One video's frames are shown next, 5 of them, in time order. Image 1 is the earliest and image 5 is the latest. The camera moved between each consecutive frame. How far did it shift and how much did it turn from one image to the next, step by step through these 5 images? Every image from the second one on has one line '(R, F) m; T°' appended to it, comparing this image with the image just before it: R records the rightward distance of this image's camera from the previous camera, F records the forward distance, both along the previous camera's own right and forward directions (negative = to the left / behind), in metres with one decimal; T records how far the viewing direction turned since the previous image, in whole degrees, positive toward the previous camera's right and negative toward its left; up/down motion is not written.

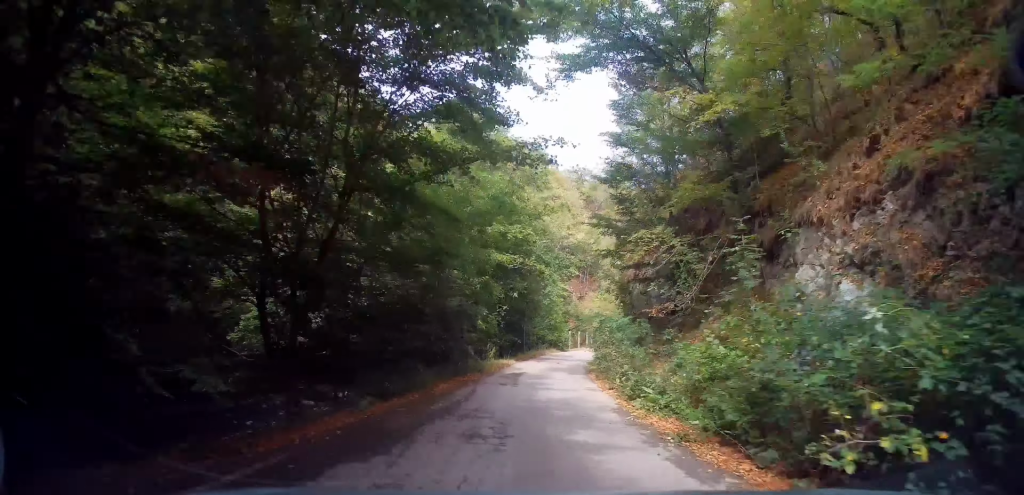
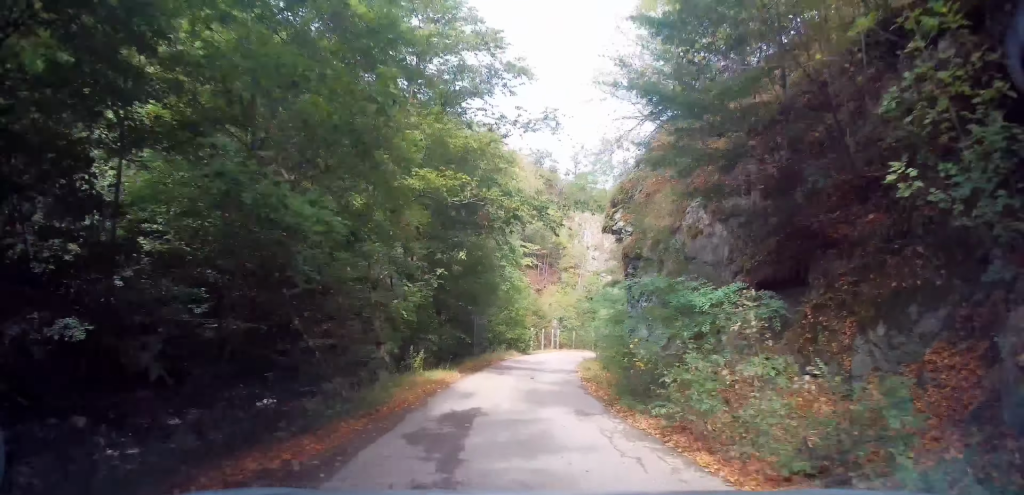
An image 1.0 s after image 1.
(+0.2, +10.5) m; +2°
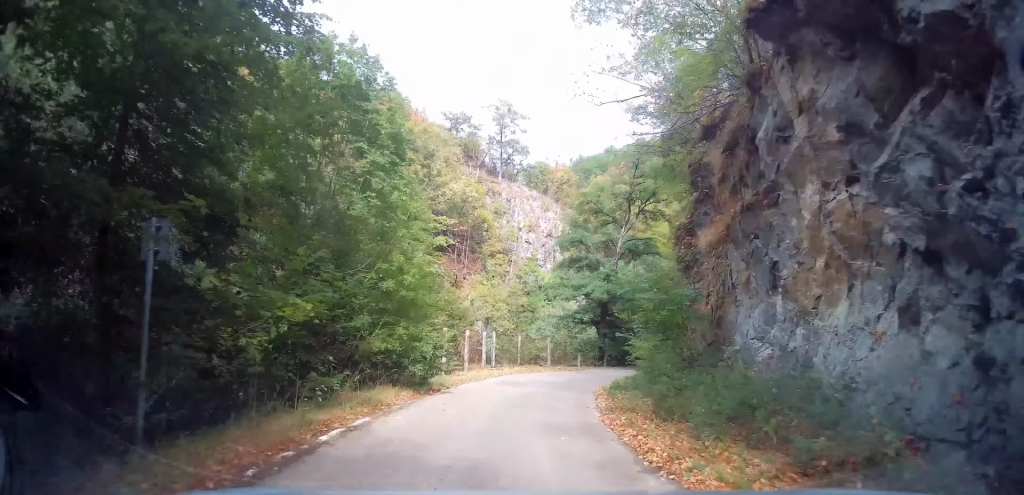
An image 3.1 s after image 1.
(+2.3, +19.6) m; +13°
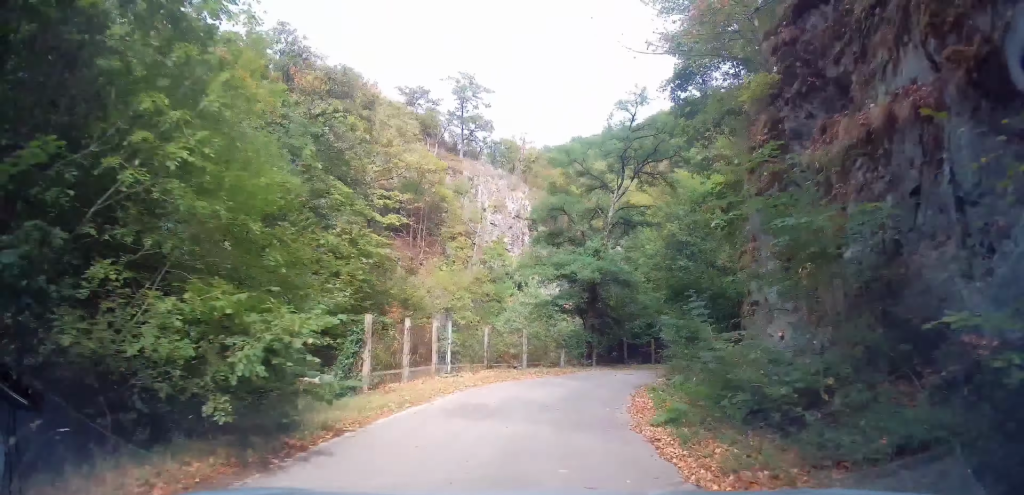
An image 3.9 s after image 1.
(0.0, +7.6) m; +4°
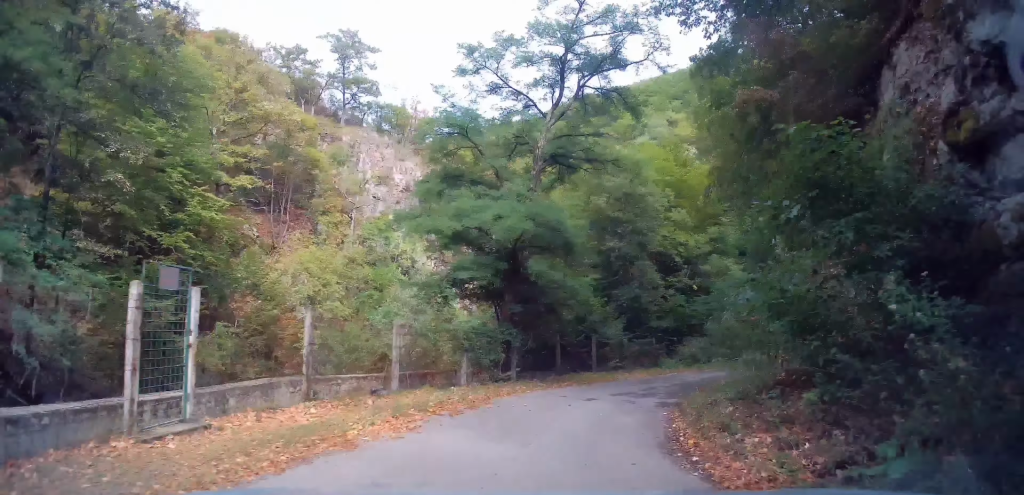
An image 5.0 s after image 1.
(+1.1, +10.3) m; +17°
